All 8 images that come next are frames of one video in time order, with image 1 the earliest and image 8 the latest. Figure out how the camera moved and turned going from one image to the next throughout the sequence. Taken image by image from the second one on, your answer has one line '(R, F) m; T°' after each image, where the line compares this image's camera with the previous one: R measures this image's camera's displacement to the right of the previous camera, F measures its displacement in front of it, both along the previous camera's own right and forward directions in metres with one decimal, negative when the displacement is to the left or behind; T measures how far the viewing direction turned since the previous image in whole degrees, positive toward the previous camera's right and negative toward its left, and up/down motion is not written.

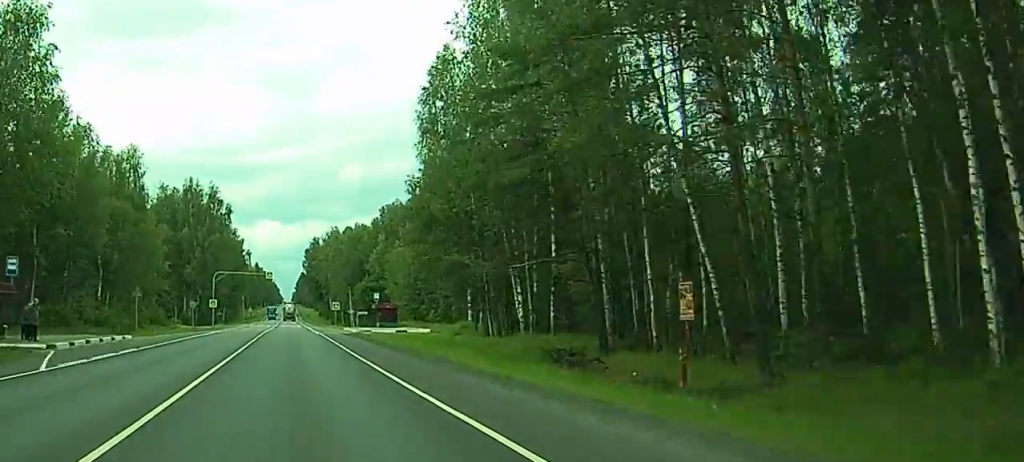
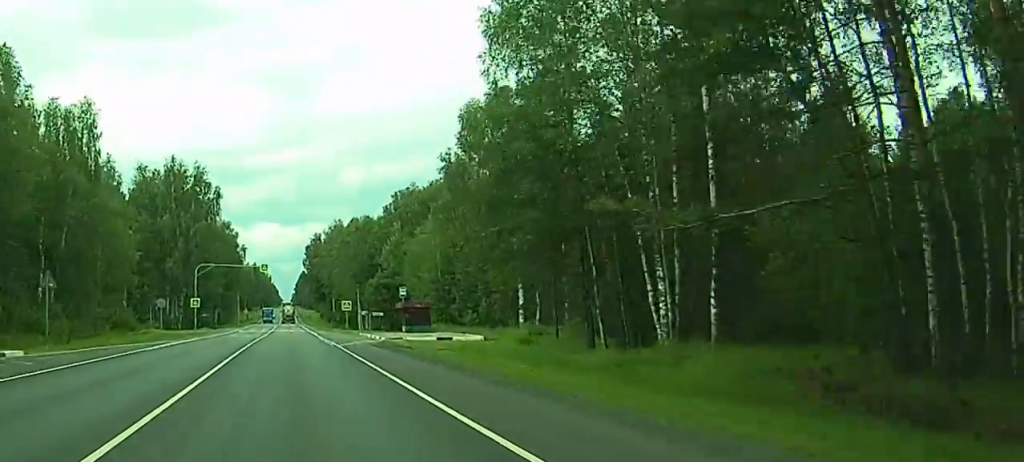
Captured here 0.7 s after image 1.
(-0.1, +21.5) m; -1°
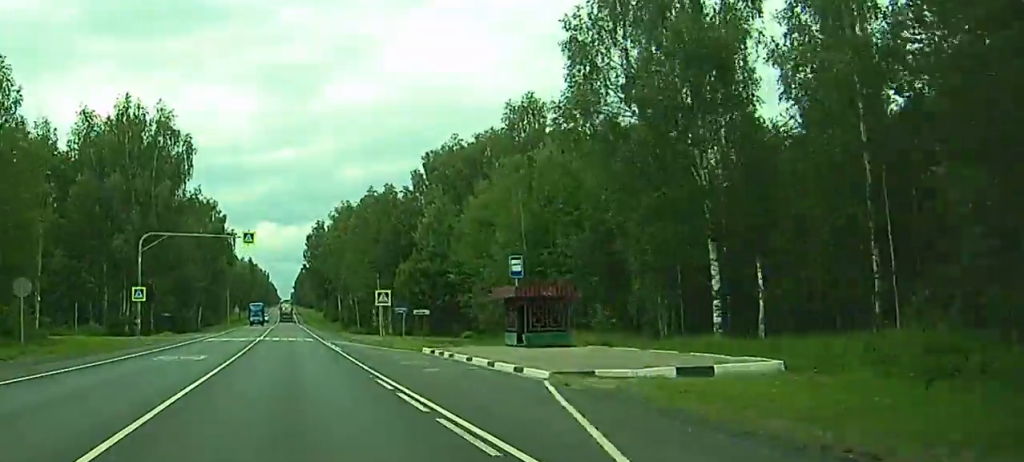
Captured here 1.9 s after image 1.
(-0.4, +34.9) m; 0°
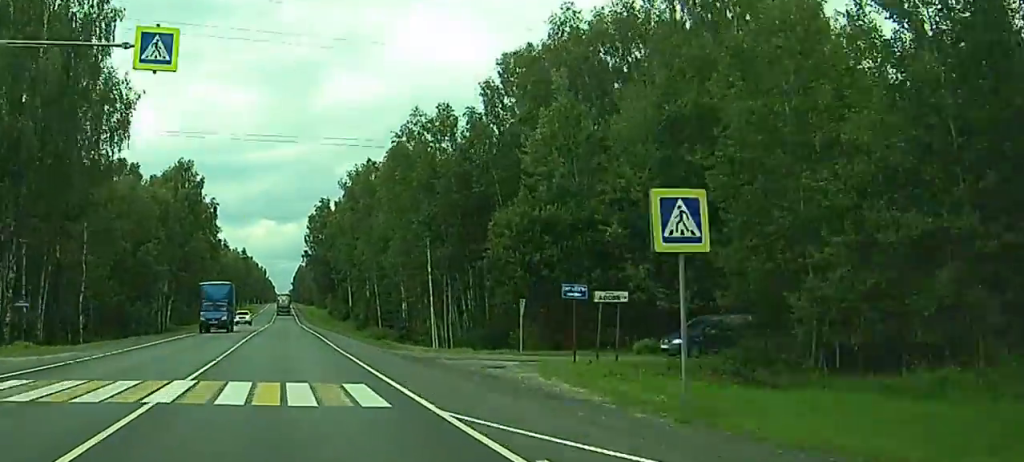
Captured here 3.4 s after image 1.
(+0.8, +41.3) m; +1°
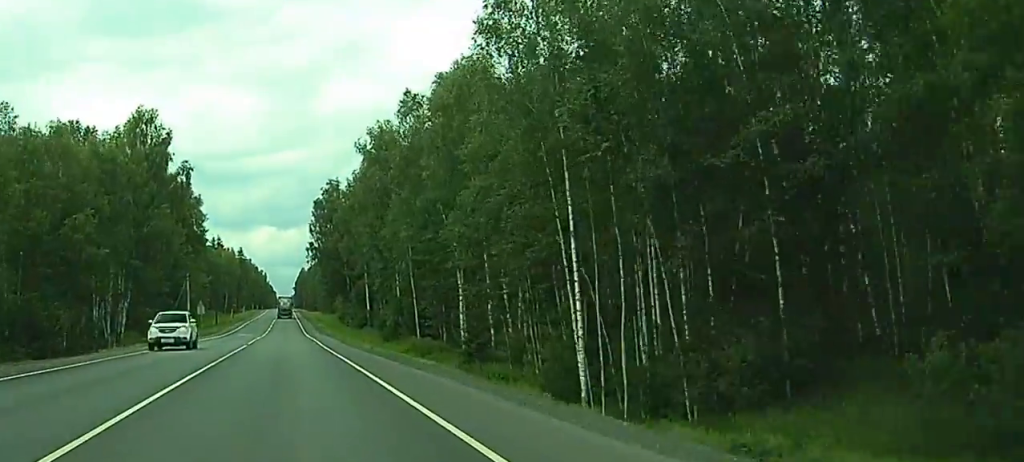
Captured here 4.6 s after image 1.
(-0.4, +35.3) m; 0°
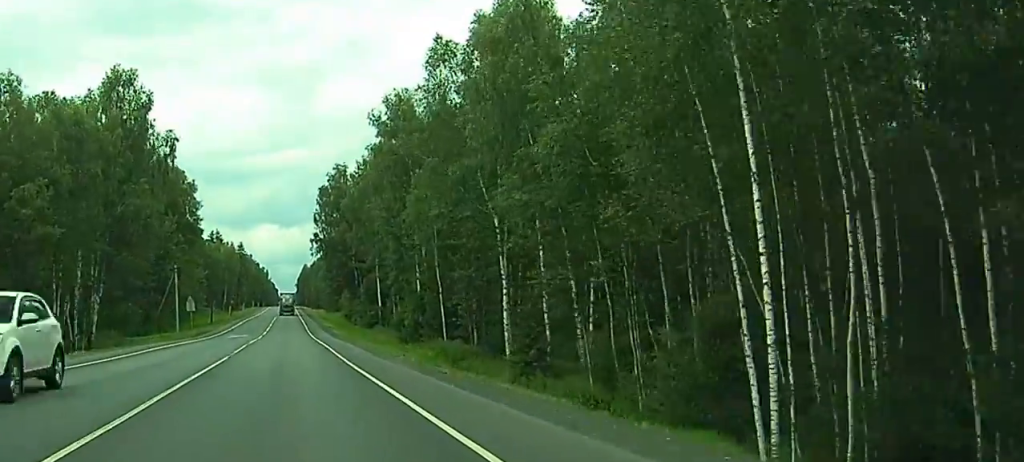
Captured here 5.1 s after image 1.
(-0.1, +14.4) m; +1°
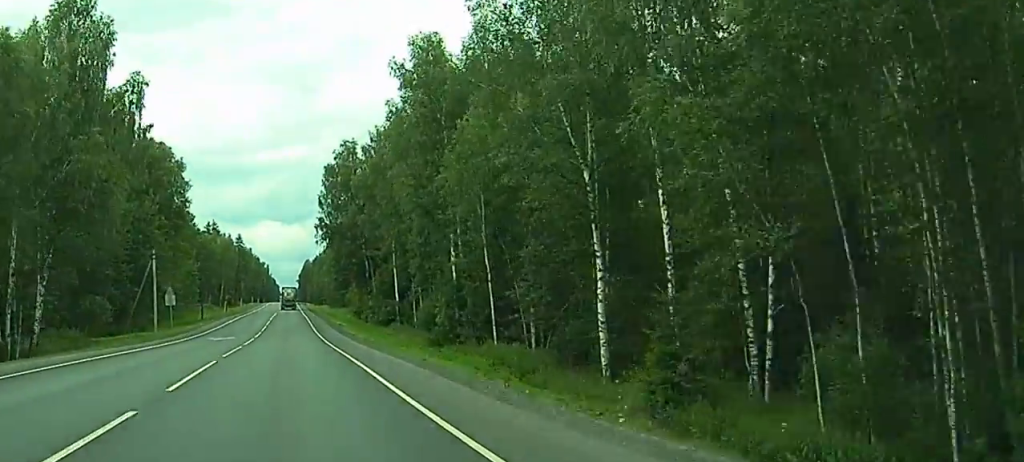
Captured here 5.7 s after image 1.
(+0.3, +18.3) m; 0°
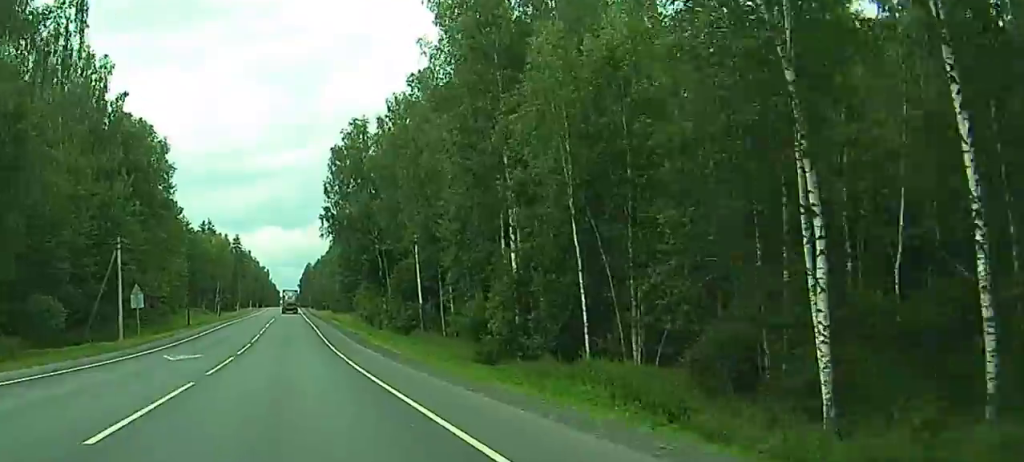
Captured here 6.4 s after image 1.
(+0.2, +18.3) m; 0°
